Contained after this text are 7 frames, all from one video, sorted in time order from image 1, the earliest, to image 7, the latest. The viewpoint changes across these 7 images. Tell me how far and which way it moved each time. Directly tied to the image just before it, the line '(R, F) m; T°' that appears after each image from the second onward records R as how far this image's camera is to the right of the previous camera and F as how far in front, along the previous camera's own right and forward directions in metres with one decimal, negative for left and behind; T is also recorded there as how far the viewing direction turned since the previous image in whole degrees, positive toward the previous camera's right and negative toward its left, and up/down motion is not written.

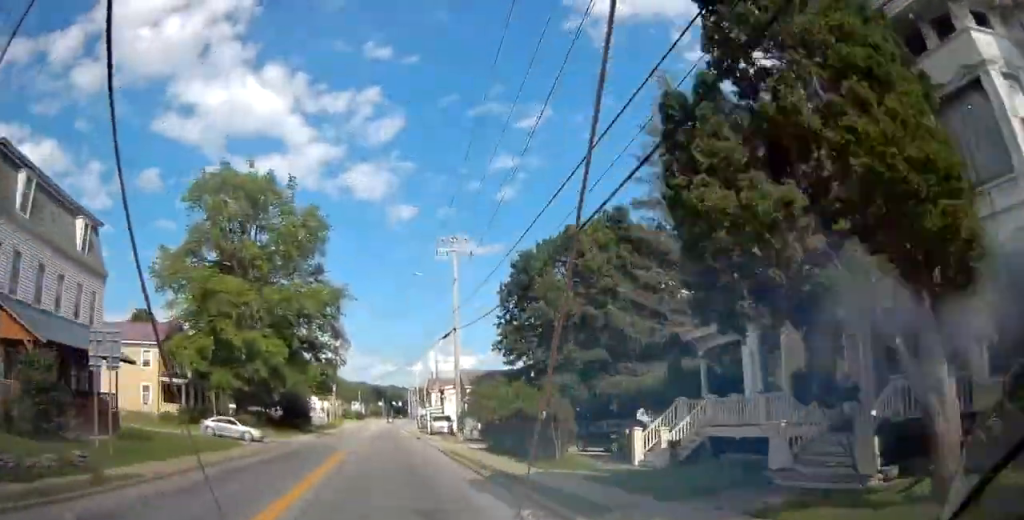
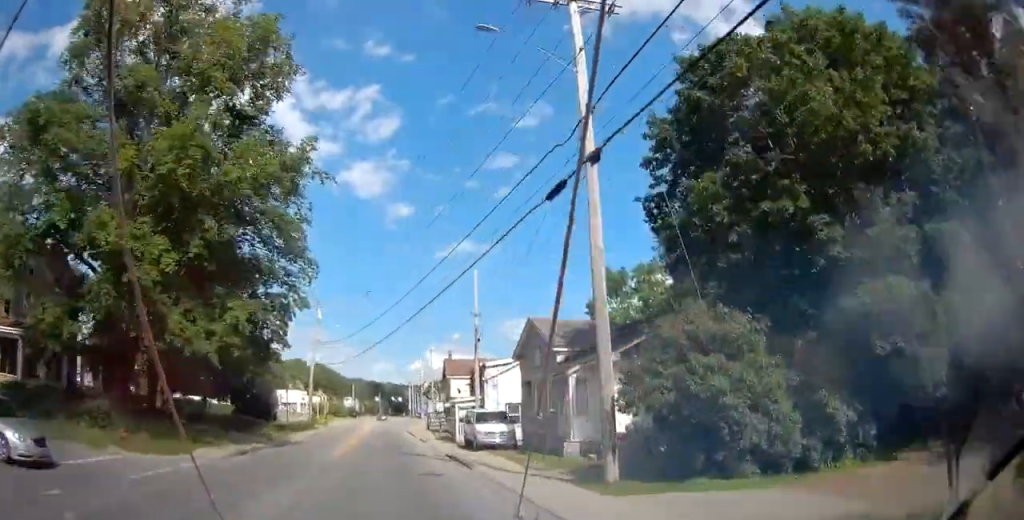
(+0.2, +25.5) m; +1°
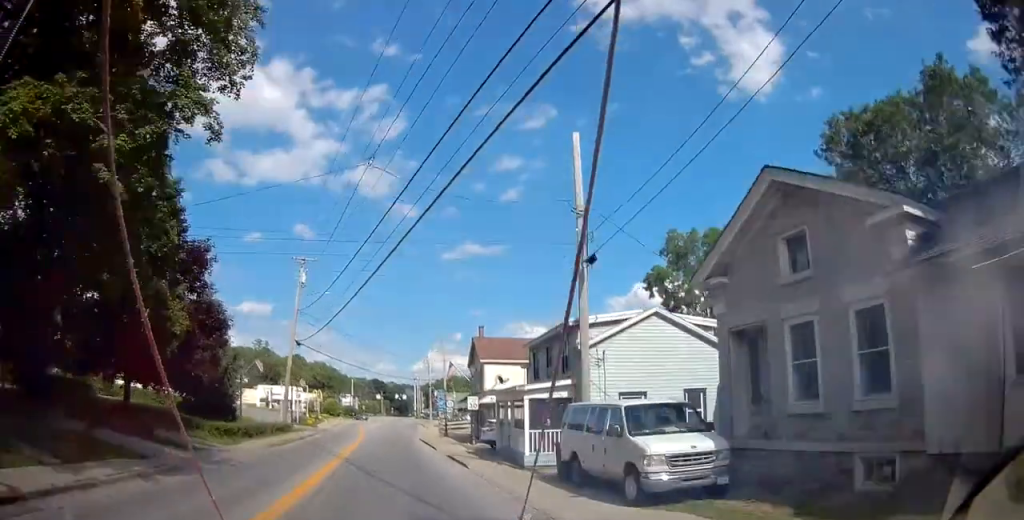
(+0.1, +16.8) m; 0°
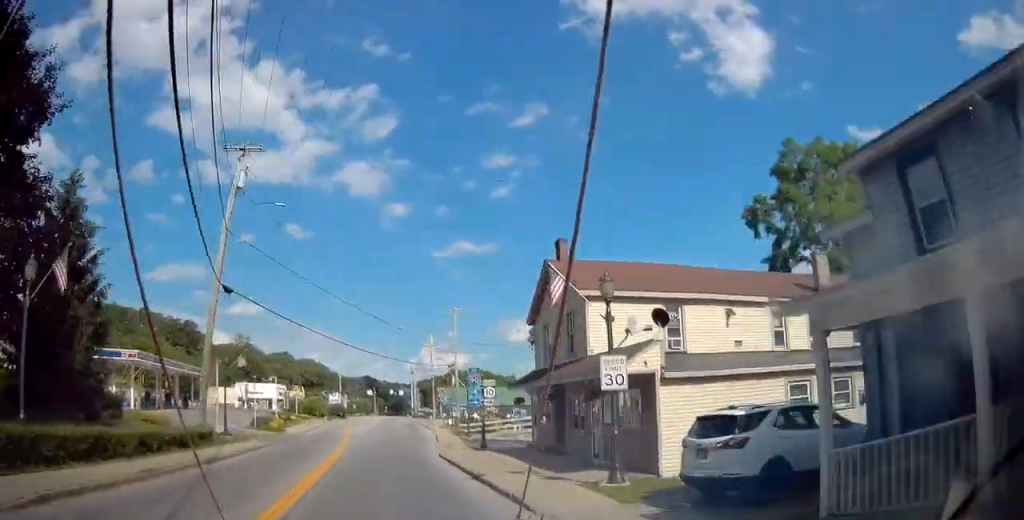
(+0.1, +20.0) m; +1°
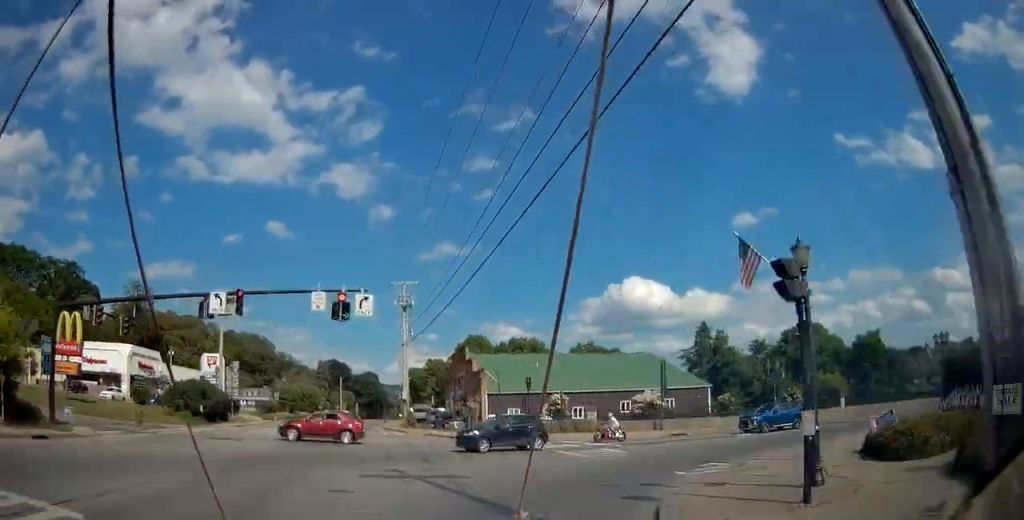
(+4.3, +87.1) m; +31°
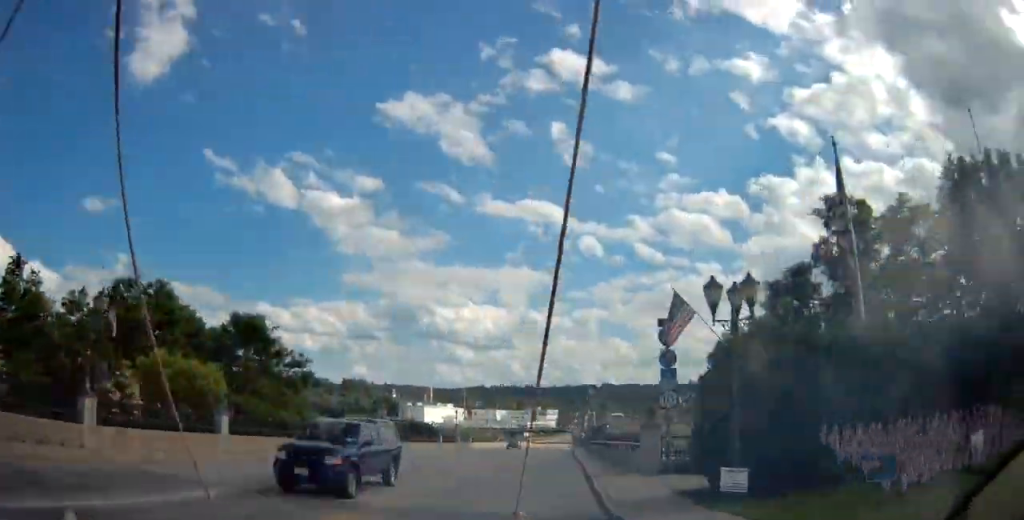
(+20.9, +30.8) m; +47°
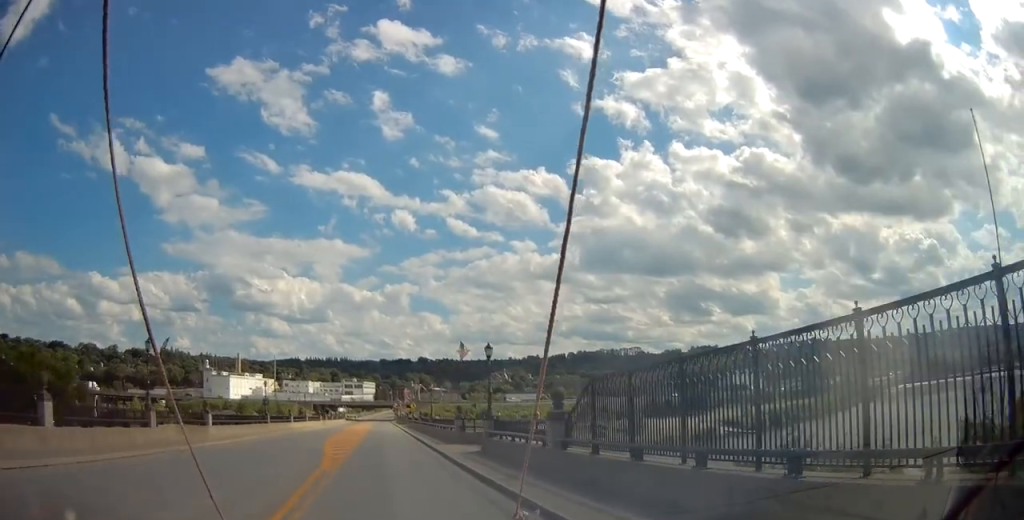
(+9.2, +48.4) m; +12°
